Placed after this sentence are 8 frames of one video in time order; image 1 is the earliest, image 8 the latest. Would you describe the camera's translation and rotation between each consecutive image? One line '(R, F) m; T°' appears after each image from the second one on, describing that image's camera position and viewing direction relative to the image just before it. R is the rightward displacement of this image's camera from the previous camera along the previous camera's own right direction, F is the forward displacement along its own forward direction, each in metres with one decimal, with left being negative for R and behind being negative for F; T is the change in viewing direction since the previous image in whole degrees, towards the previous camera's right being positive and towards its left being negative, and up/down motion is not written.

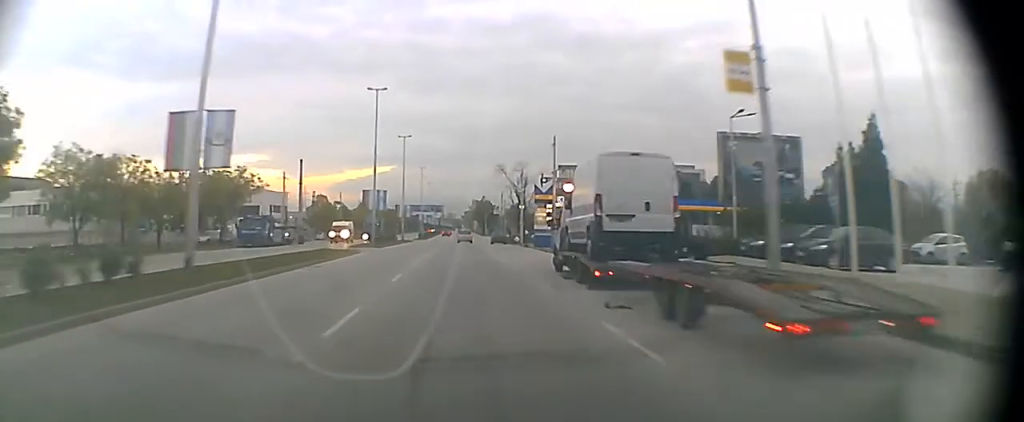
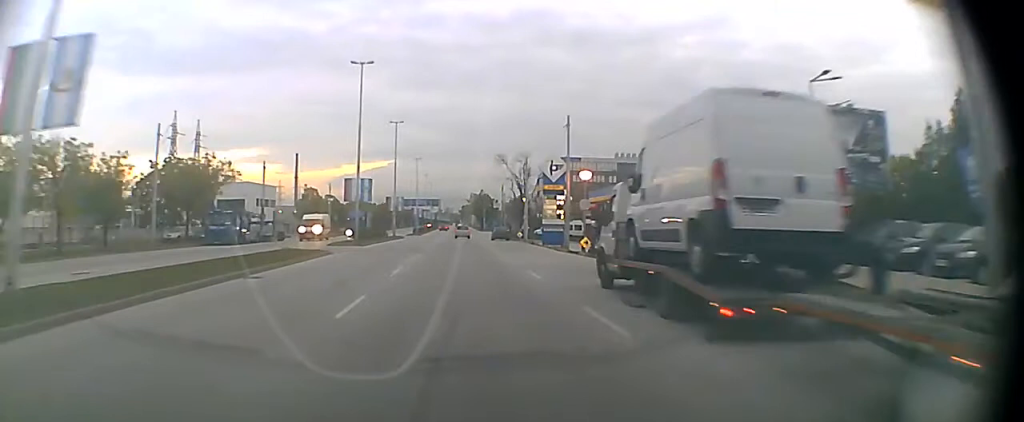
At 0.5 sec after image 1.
(0.0, +8.3) m; 0°
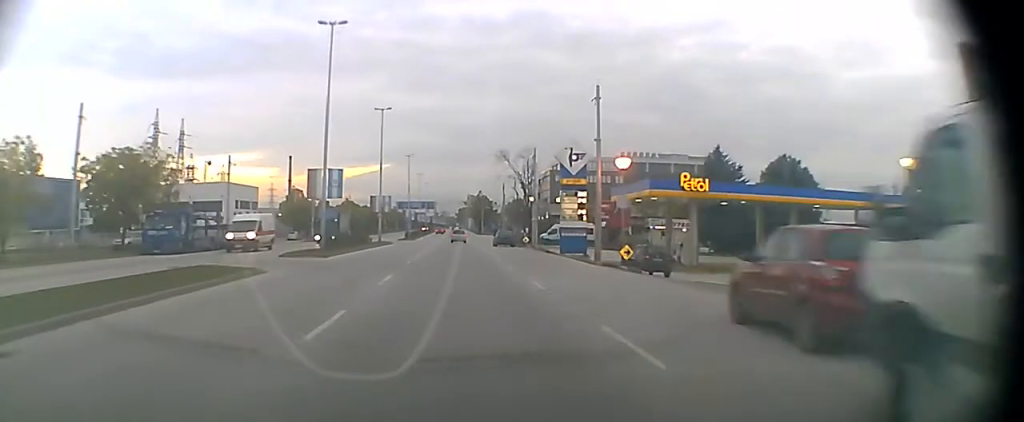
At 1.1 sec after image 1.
(0.0, +9.3) m; 0°
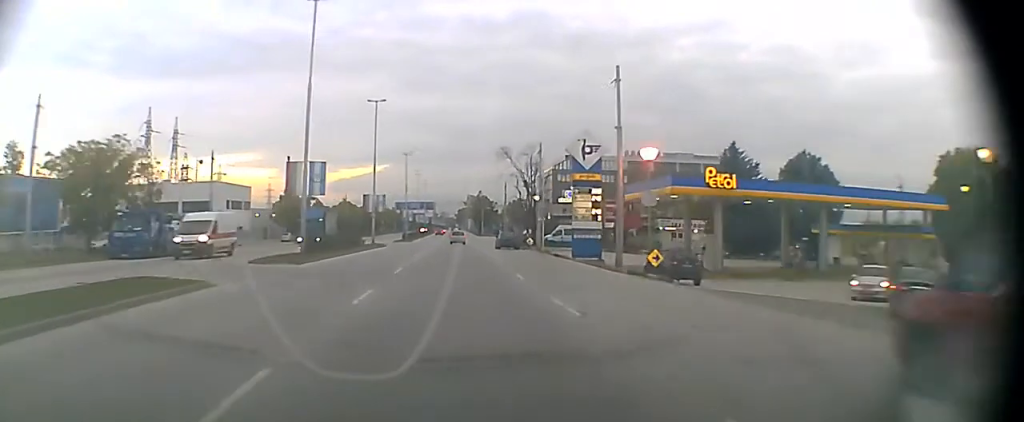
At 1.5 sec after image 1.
(0.0, +6.1) m; 0°
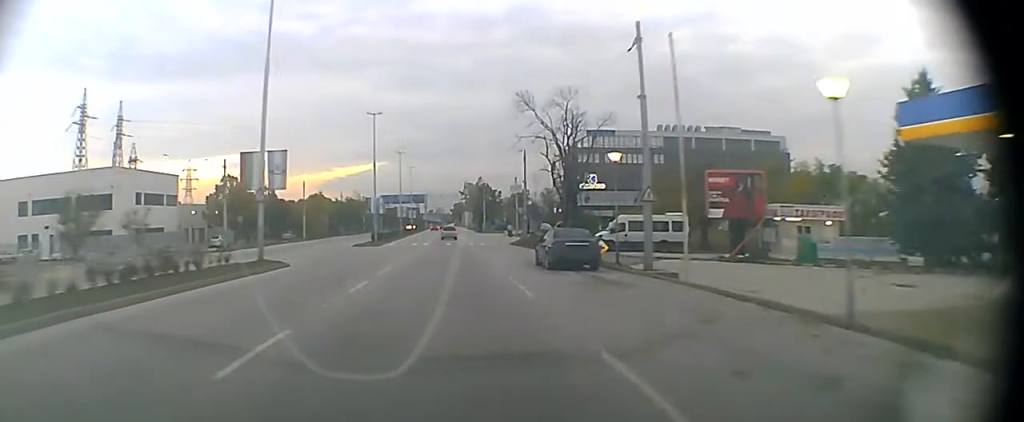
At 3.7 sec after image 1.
(+0.2, +33.4) m; +1°
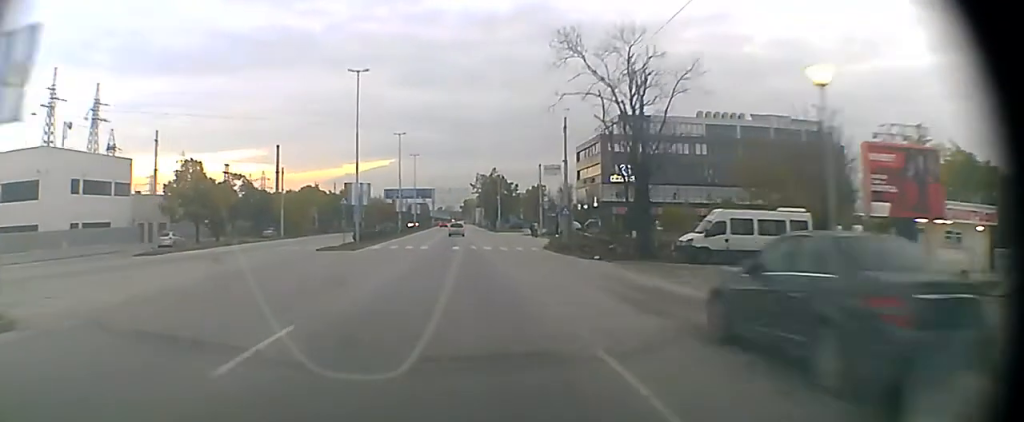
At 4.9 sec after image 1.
(0.0, +17.0) m; 0°
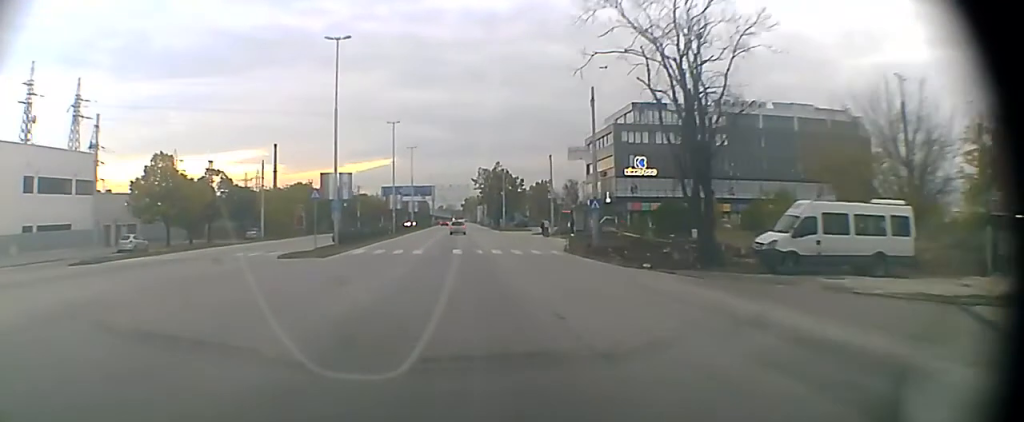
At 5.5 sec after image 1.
(0.0, +10.0) m; 0°
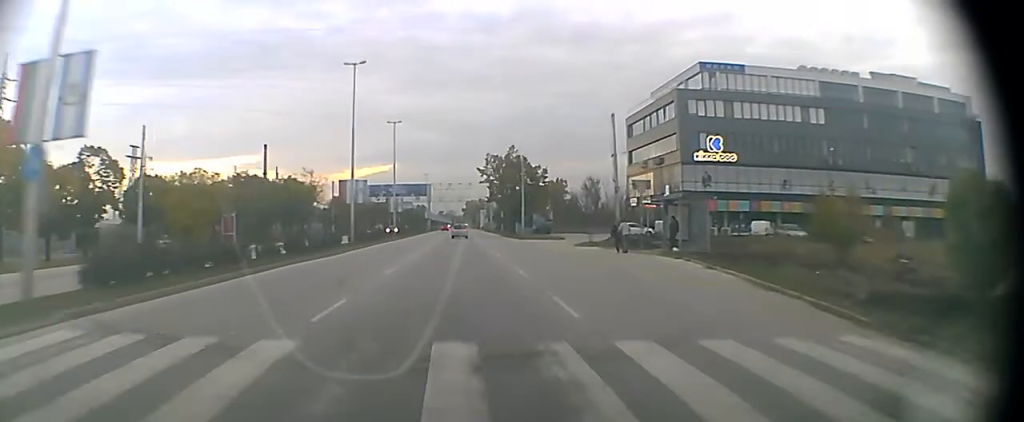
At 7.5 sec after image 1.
(-0.1, +29.1) m; 0°
